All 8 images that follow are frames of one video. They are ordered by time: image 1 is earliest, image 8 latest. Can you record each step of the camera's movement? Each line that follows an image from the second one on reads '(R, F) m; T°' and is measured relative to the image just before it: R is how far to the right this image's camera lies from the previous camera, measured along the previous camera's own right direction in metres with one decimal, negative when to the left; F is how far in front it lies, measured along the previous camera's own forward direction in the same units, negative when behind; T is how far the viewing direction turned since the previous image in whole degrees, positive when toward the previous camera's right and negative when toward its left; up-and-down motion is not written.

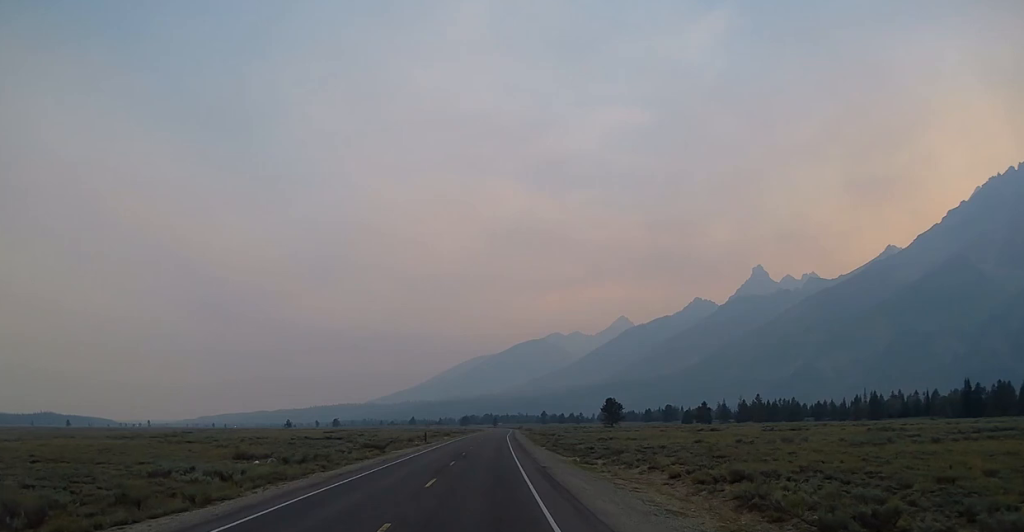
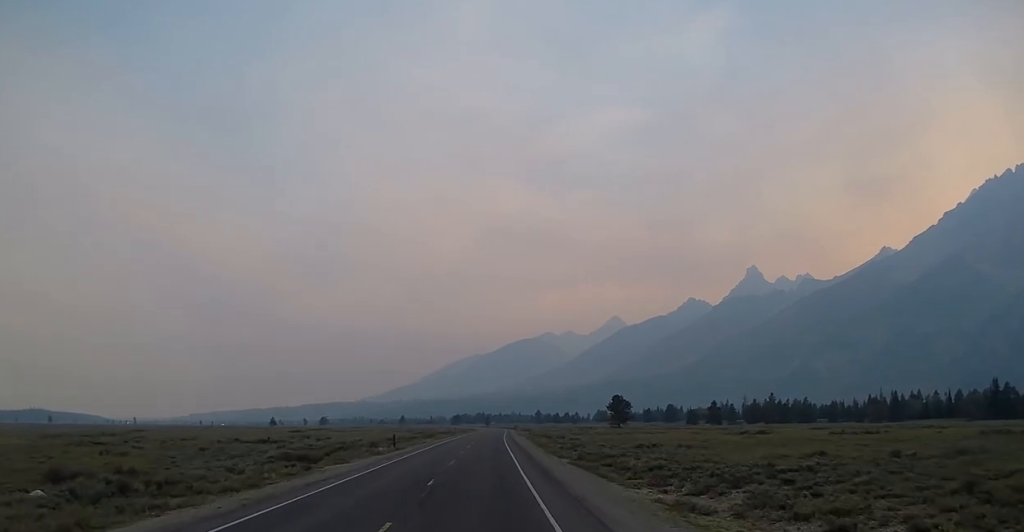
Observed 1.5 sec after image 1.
(0.0, +24.5) m; 0°
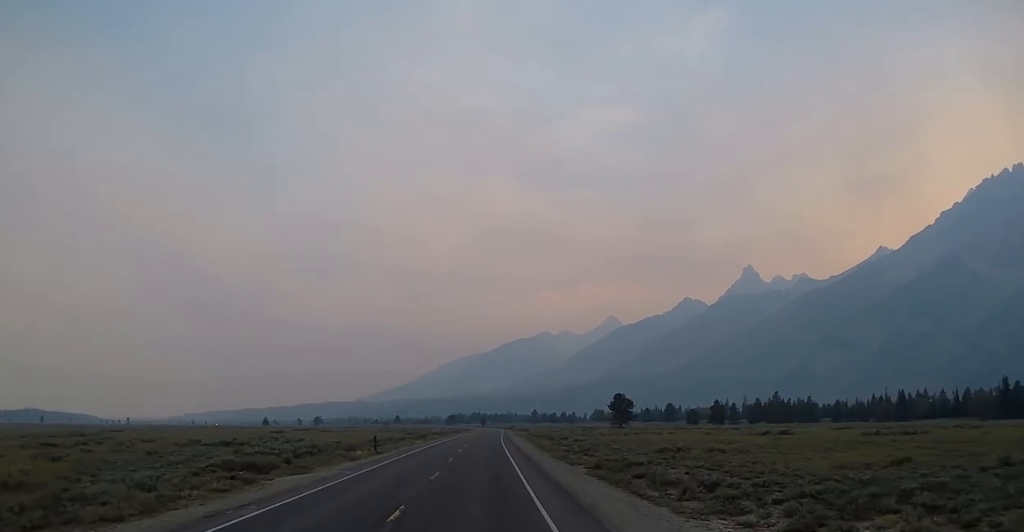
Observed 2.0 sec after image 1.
(0.0, +9.1) m; 0°
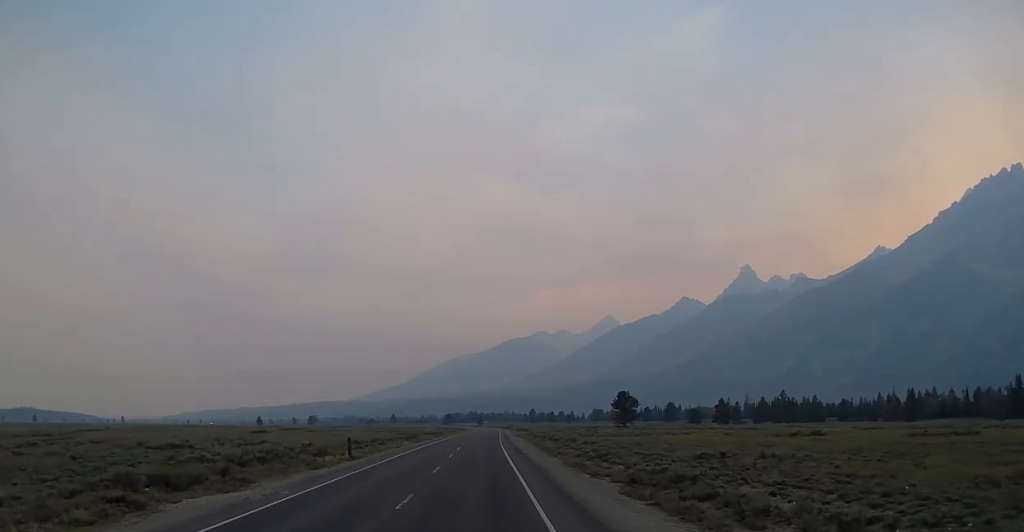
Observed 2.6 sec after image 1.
(0.0, +9.5) m; 0°
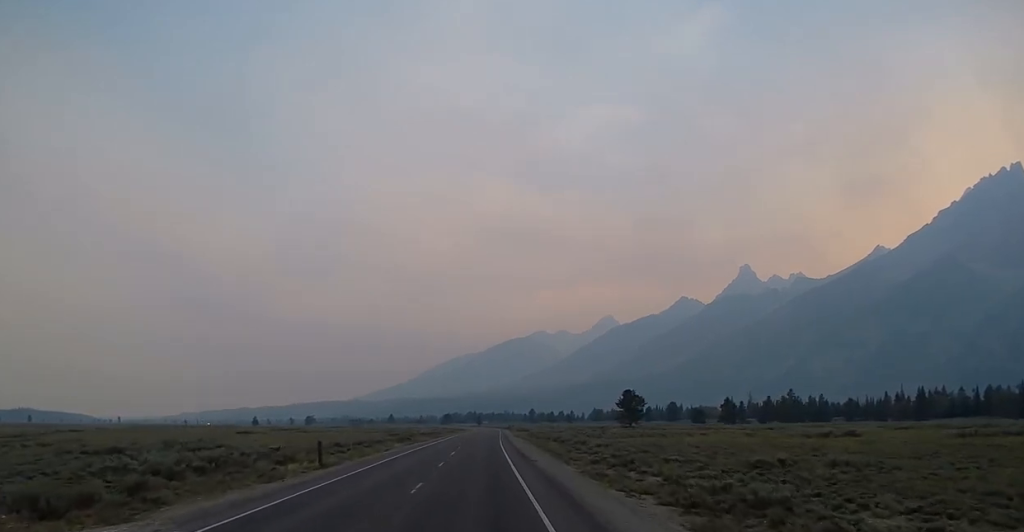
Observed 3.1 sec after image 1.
(0.0, +8.1) m; 0°
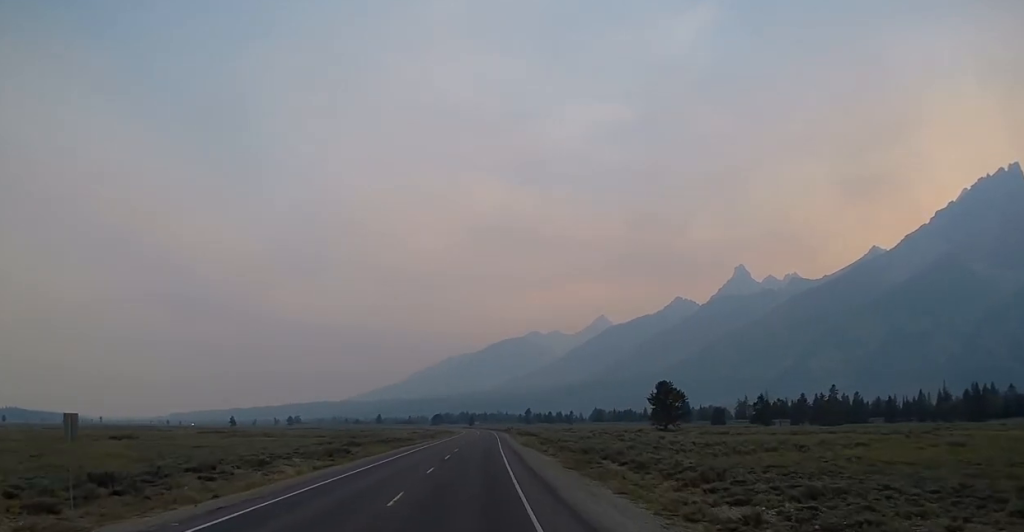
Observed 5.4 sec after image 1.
(+0.4, +38.3) m; +1°
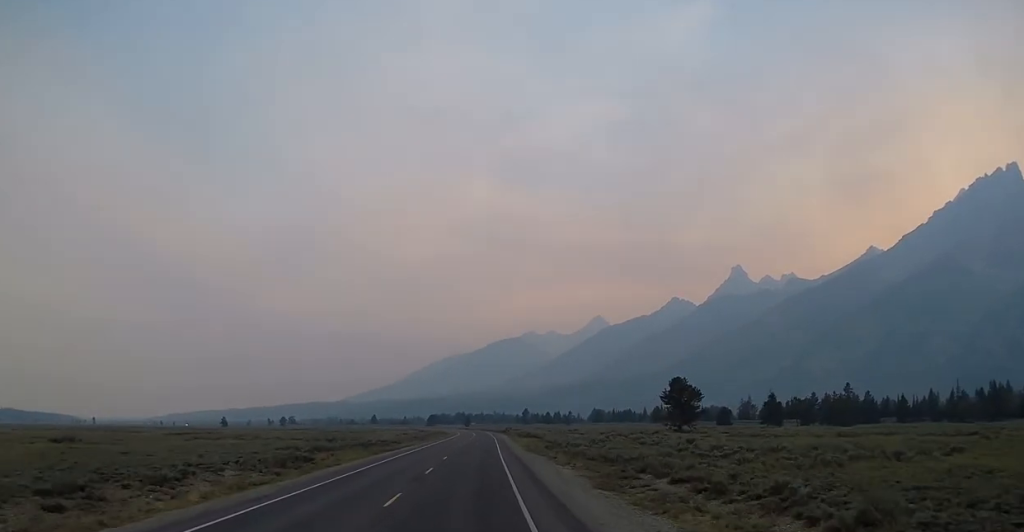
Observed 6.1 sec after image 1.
(0.0, +12.6) m; 0°
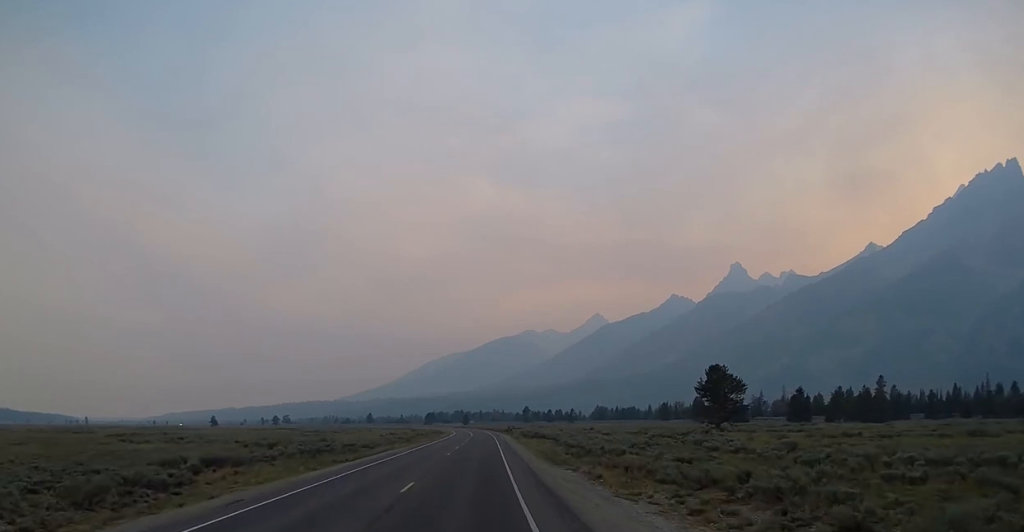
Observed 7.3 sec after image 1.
(0.0, +21.0) m; 0°
